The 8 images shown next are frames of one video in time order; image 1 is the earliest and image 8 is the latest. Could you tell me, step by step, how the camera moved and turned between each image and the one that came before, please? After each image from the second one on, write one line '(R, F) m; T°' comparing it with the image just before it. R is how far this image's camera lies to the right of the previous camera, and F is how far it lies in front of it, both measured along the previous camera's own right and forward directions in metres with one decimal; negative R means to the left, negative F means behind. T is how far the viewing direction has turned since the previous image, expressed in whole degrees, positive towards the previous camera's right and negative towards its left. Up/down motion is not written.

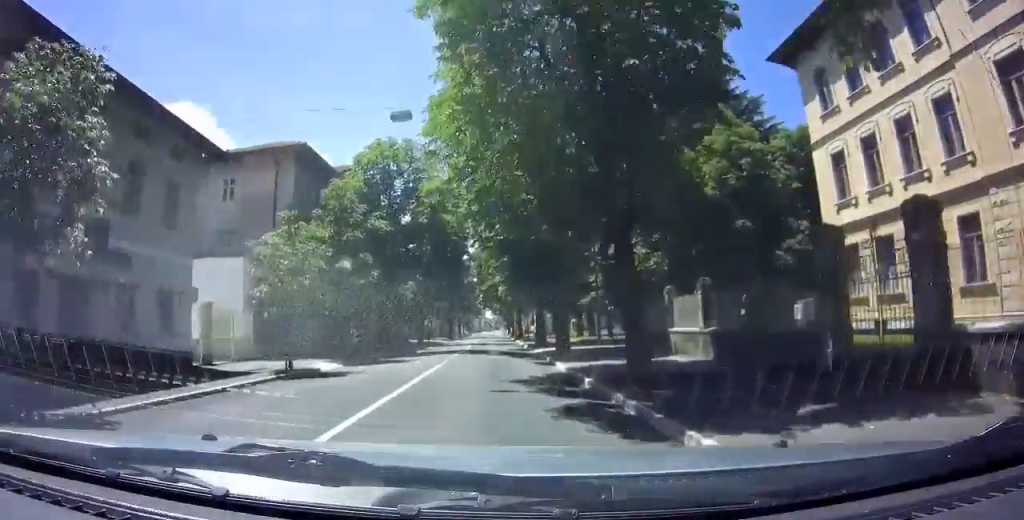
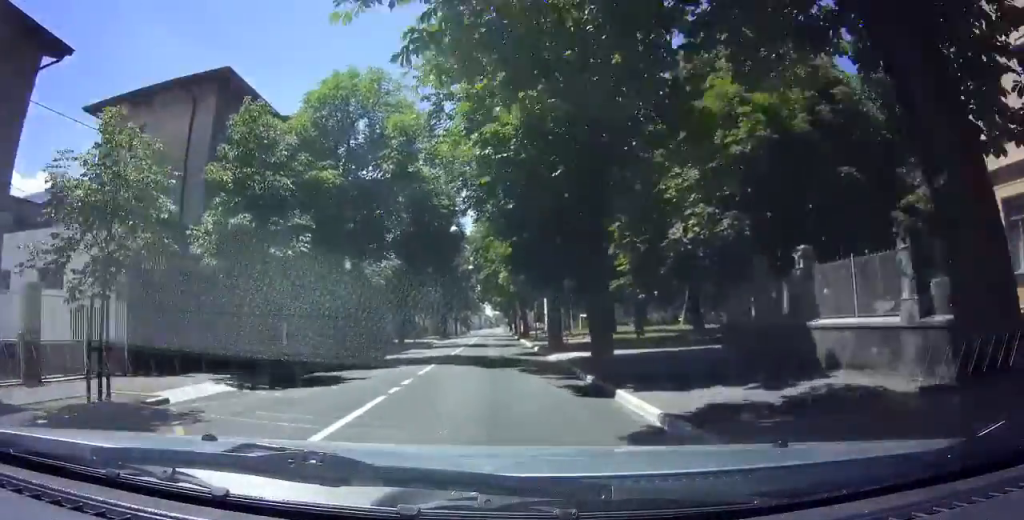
(0.0, +8.8) m; 0°
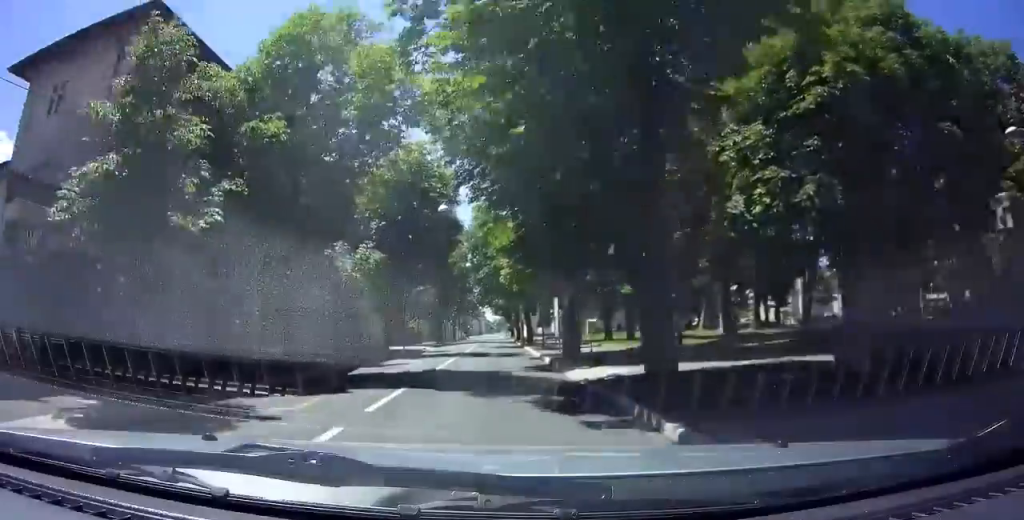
(+0.2, +5.3) m; 0°
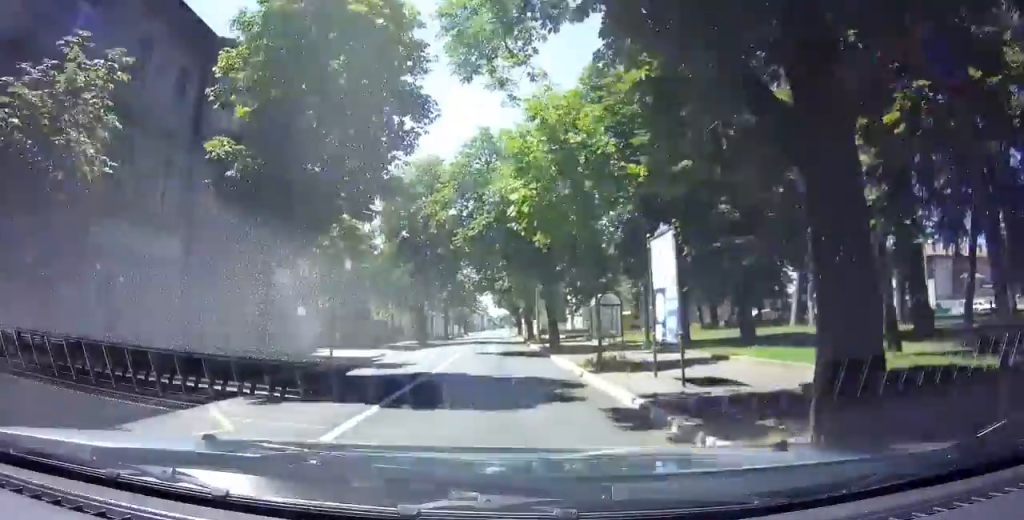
(-0.3, +17.0) m; -1°
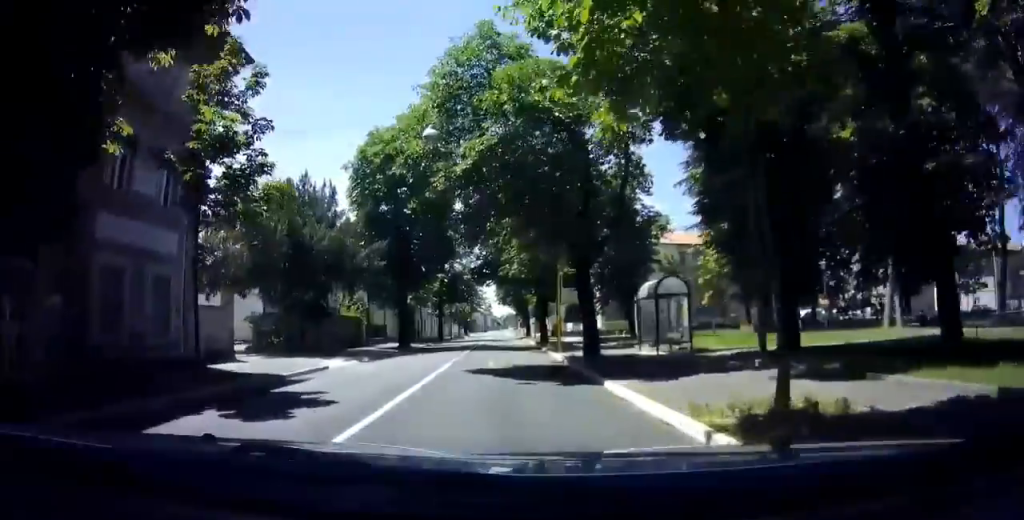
(+0.1, +9.4) m; +2°
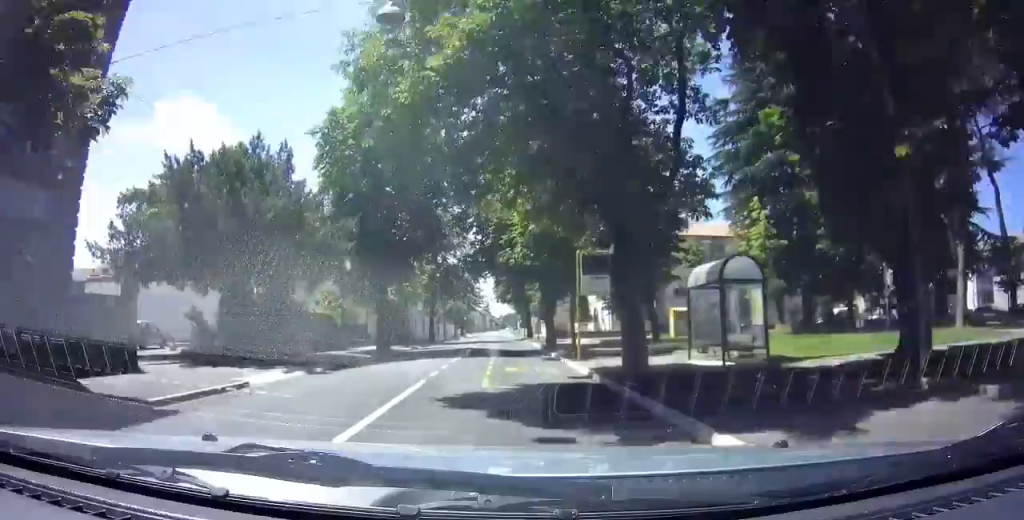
(+0.1, +6.1) m; +1°
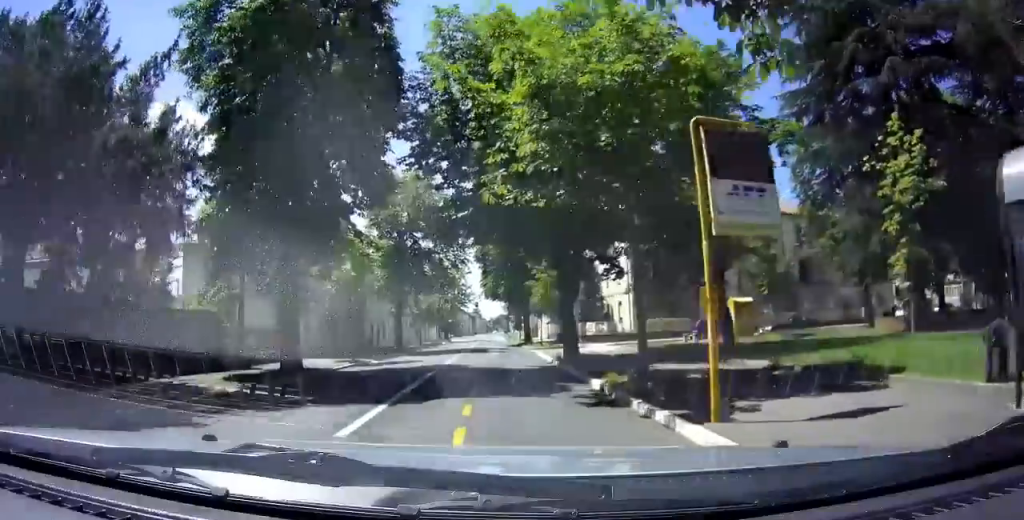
(0.0, +11.2) m; -2°
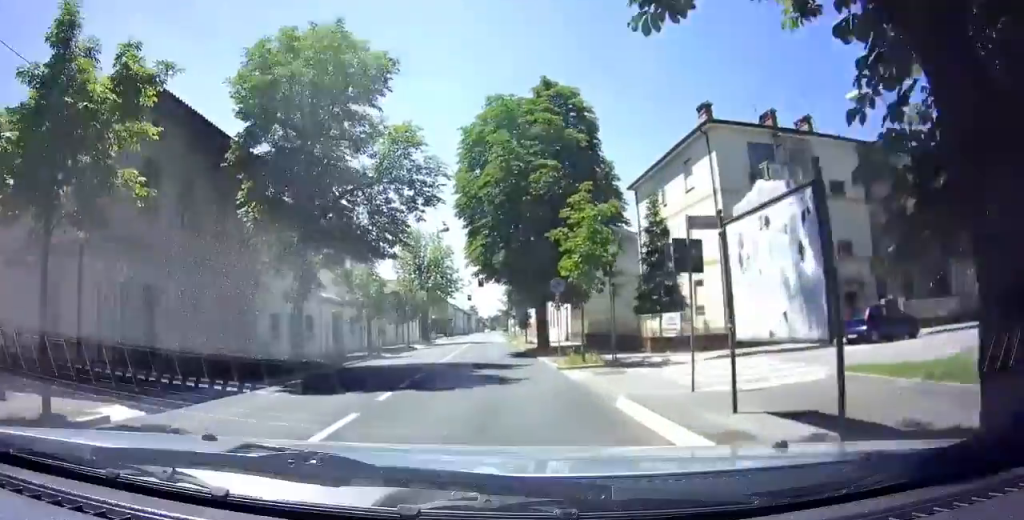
(-0.6, +17.1) m; 0°
